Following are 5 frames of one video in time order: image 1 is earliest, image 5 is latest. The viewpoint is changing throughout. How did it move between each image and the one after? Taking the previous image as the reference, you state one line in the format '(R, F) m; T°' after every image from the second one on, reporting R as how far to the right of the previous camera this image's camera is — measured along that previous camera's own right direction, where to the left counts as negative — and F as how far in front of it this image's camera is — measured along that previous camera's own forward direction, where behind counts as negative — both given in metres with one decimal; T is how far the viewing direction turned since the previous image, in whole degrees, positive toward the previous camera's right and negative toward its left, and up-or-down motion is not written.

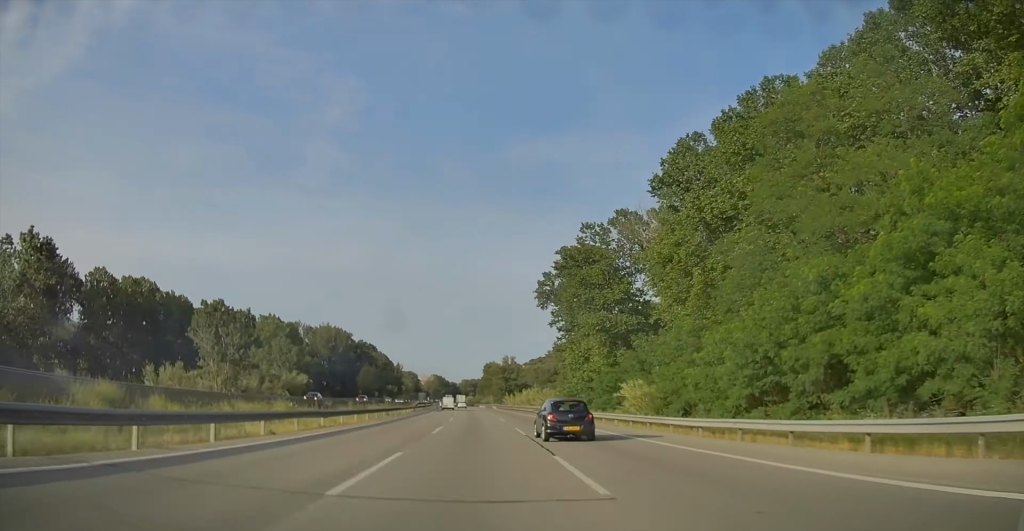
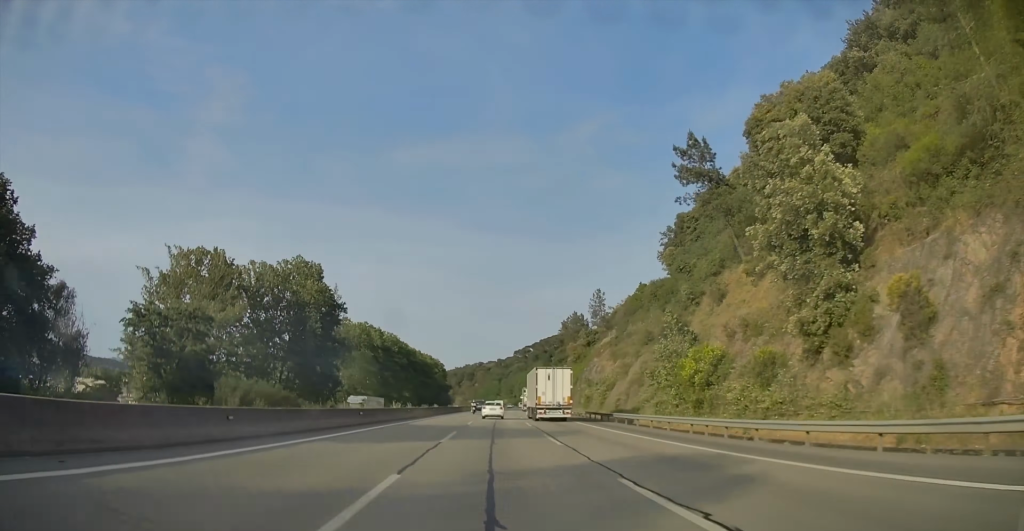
(+42.8, +665.1) m; +11°
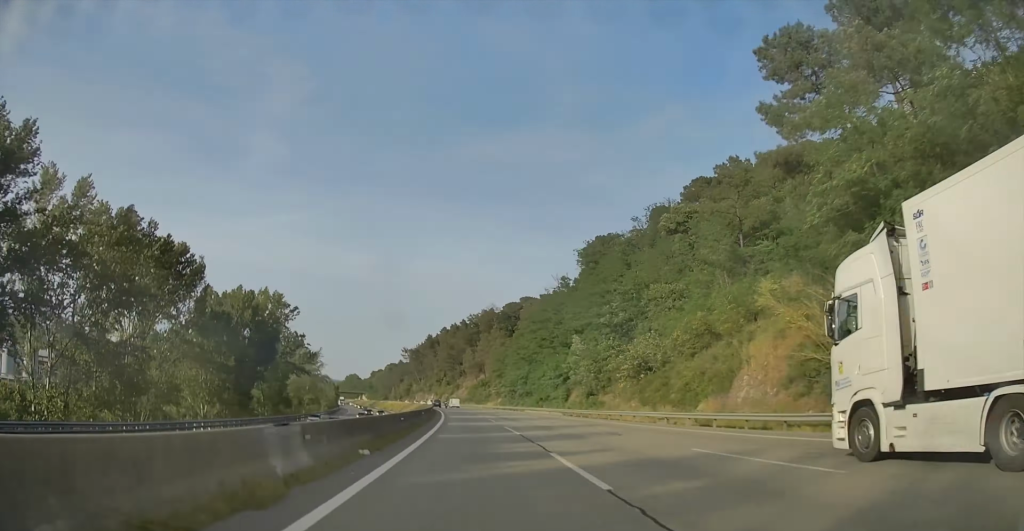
(-17.2, +426.6) m; -11°
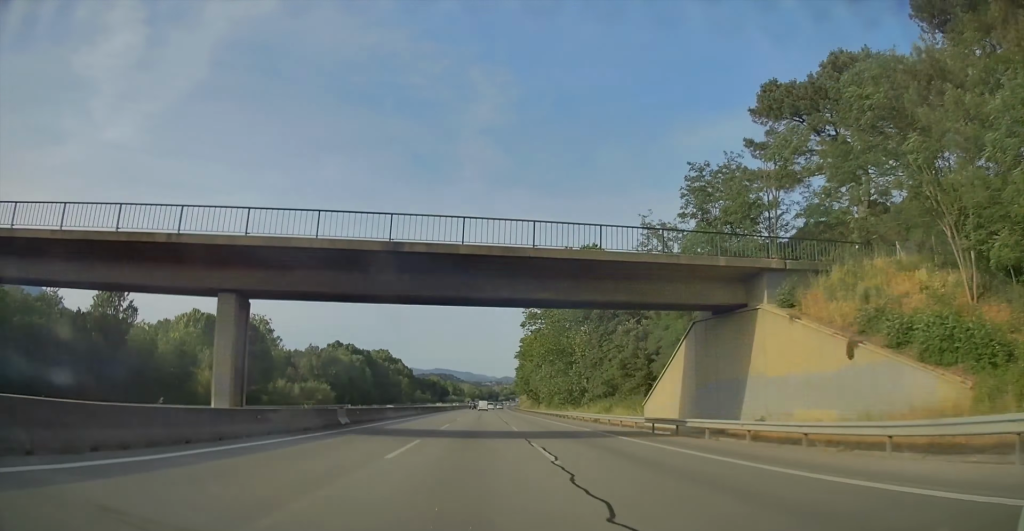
(-63.4, +447.3) m; -10°
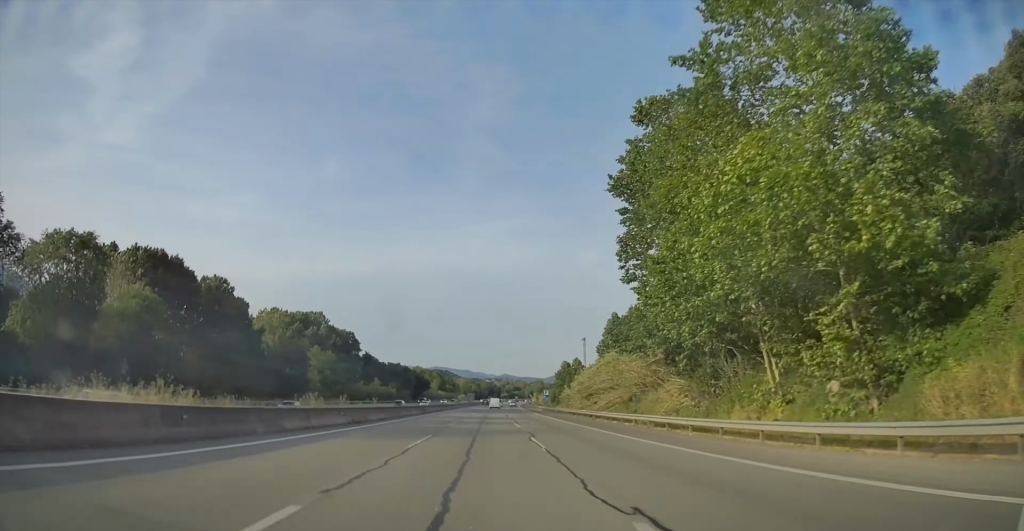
(-4.2, +127.6) m; +1°
